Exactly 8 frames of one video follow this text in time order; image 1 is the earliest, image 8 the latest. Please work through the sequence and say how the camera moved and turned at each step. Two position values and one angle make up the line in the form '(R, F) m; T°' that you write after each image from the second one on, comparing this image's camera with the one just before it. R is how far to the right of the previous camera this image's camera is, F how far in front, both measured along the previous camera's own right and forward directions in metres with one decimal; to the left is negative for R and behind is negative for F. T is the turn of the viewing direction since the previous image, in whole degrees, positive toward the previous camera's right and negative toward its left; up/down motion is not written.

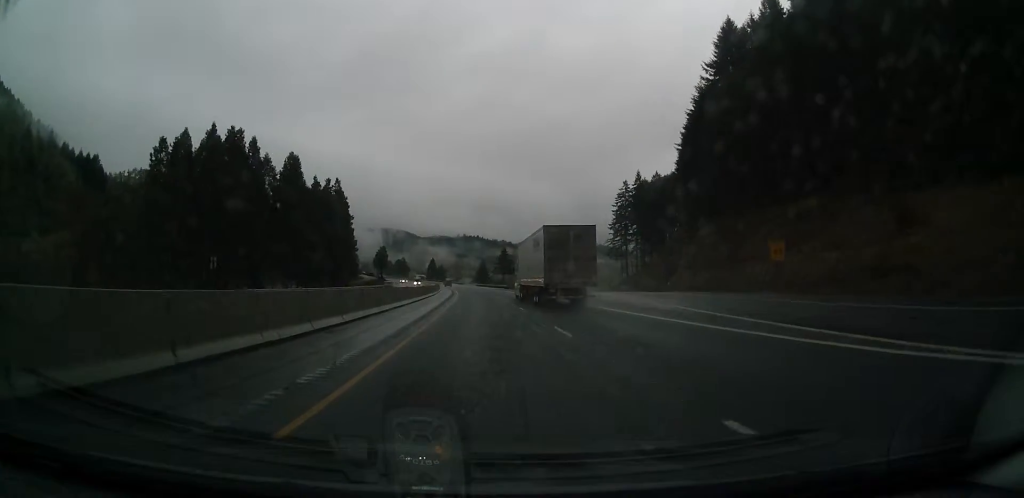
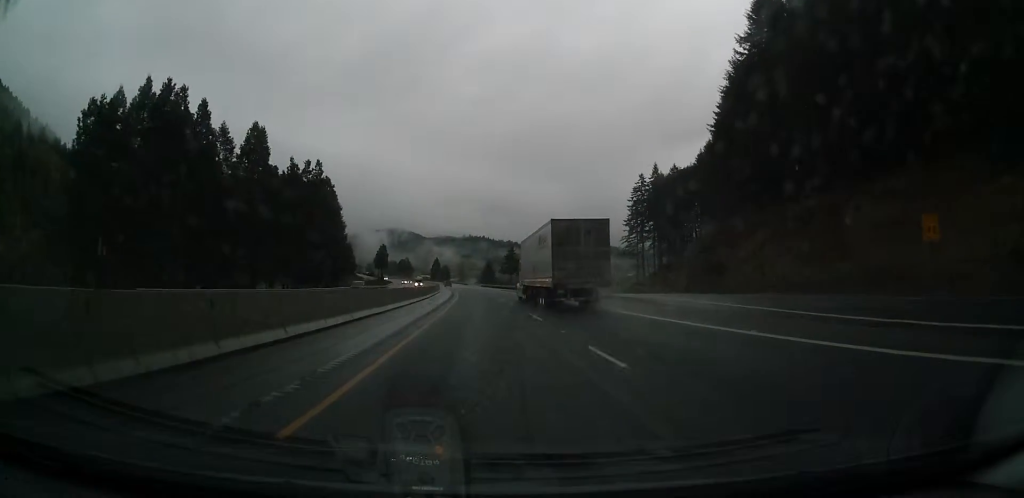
(0.0, +17.5) m; 0°
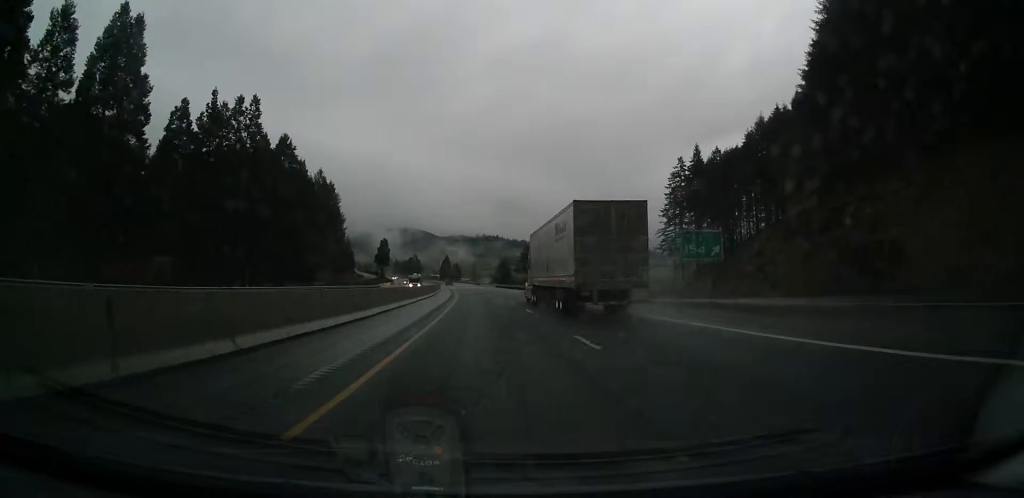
(+0.2, +33.9) m; 0°
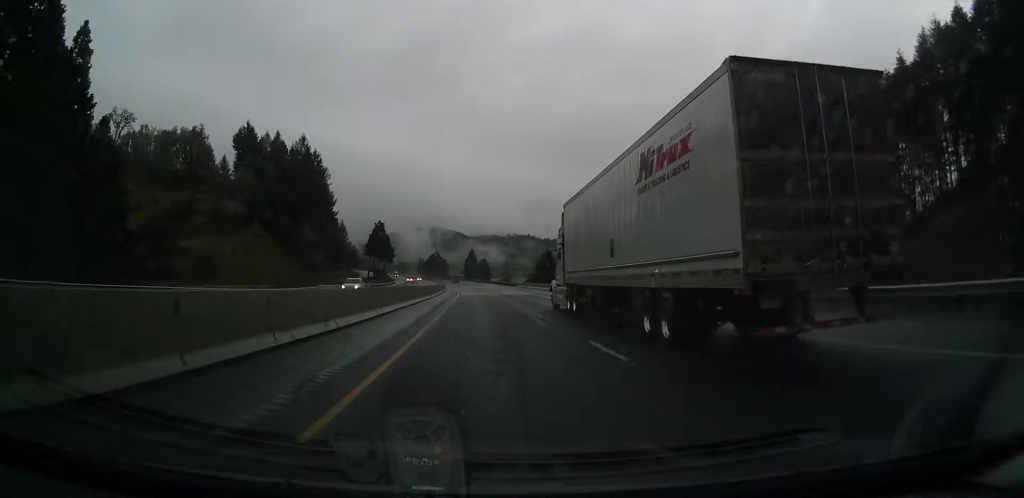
(-0.8, +75.3) m; -3°
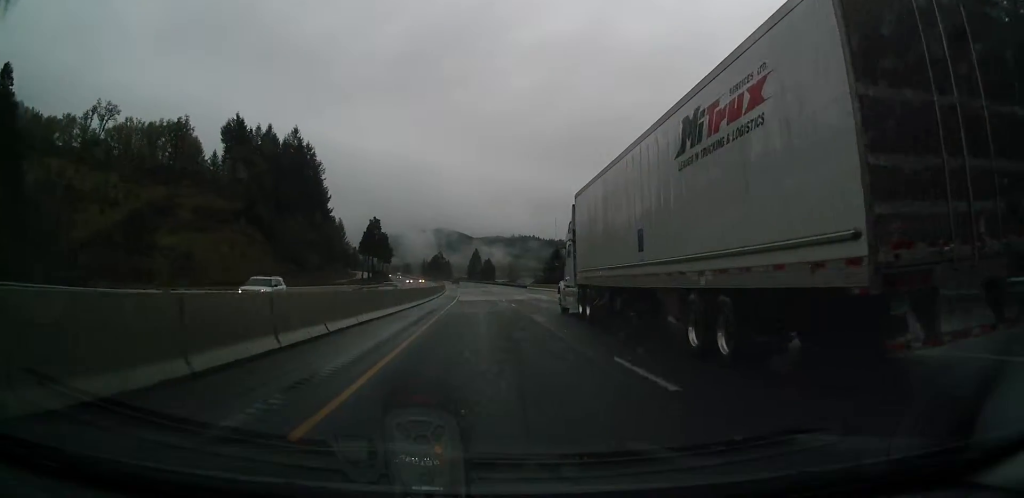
(-0.1, +15.2) m; -1°
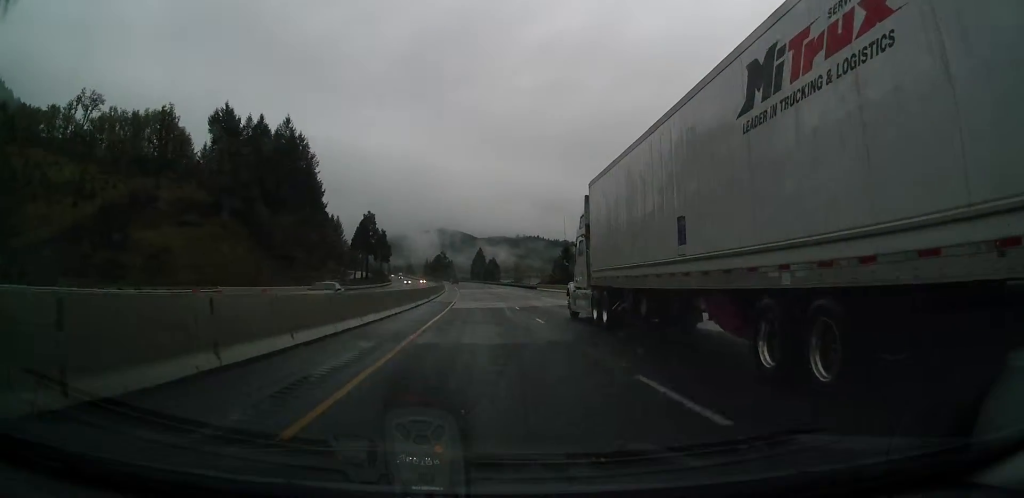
(-0.2, +14.0) m; -1°
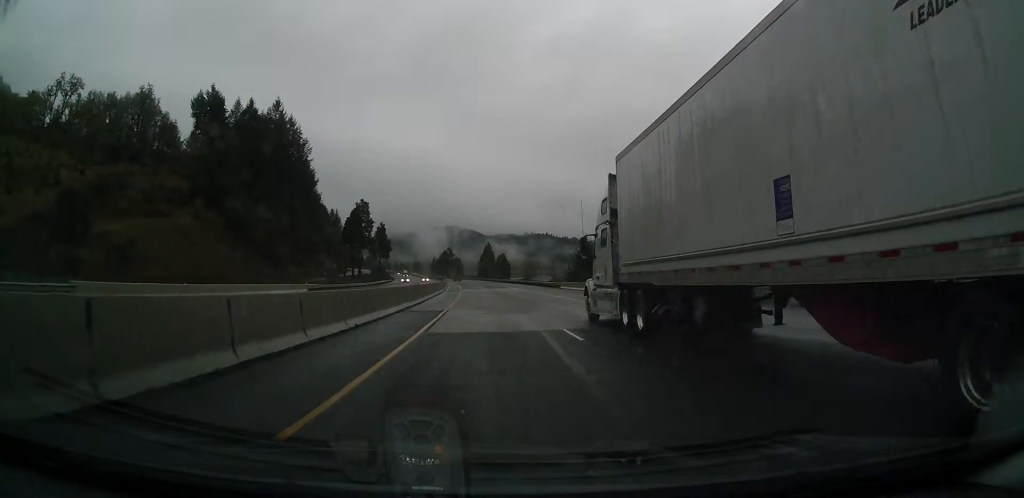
(-0.2, +18.3) m; -1°
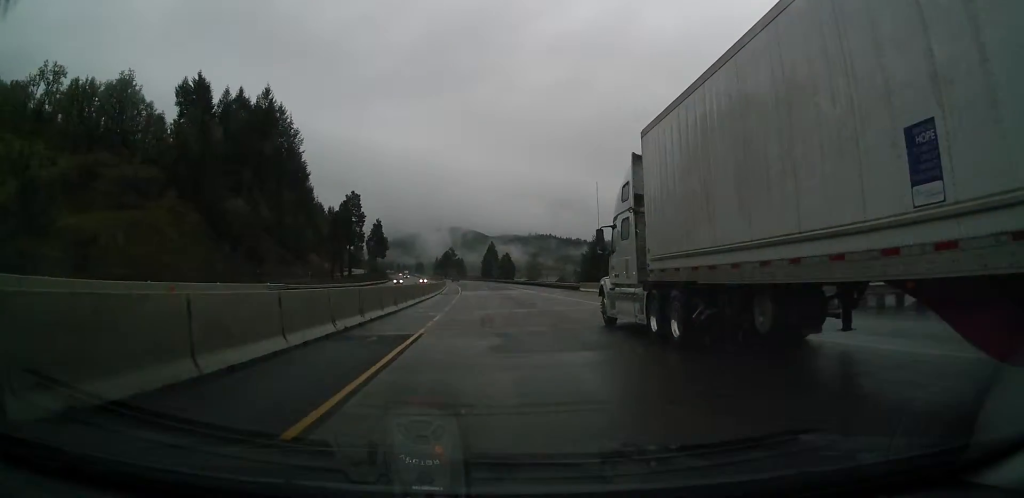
(0.0, +12.9) m; 0°
